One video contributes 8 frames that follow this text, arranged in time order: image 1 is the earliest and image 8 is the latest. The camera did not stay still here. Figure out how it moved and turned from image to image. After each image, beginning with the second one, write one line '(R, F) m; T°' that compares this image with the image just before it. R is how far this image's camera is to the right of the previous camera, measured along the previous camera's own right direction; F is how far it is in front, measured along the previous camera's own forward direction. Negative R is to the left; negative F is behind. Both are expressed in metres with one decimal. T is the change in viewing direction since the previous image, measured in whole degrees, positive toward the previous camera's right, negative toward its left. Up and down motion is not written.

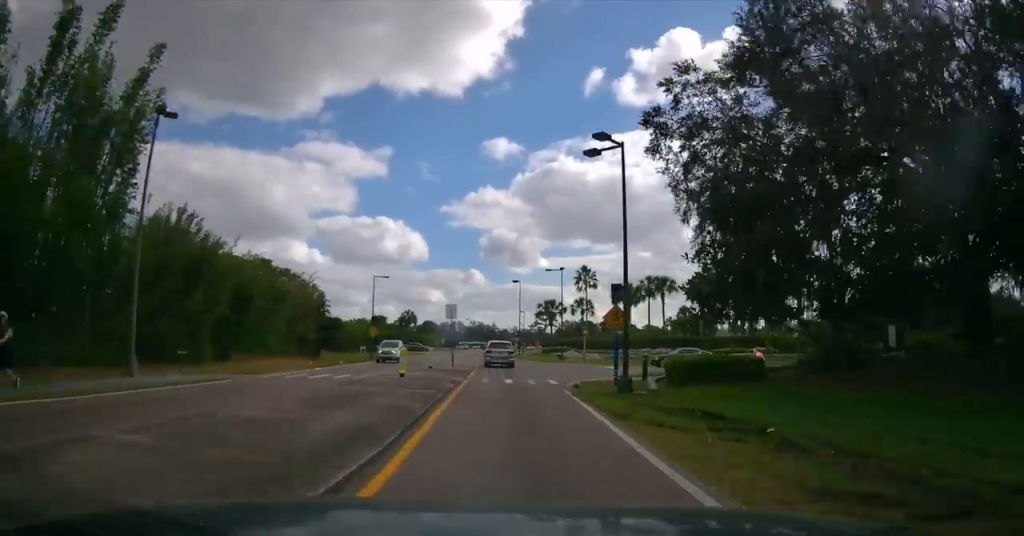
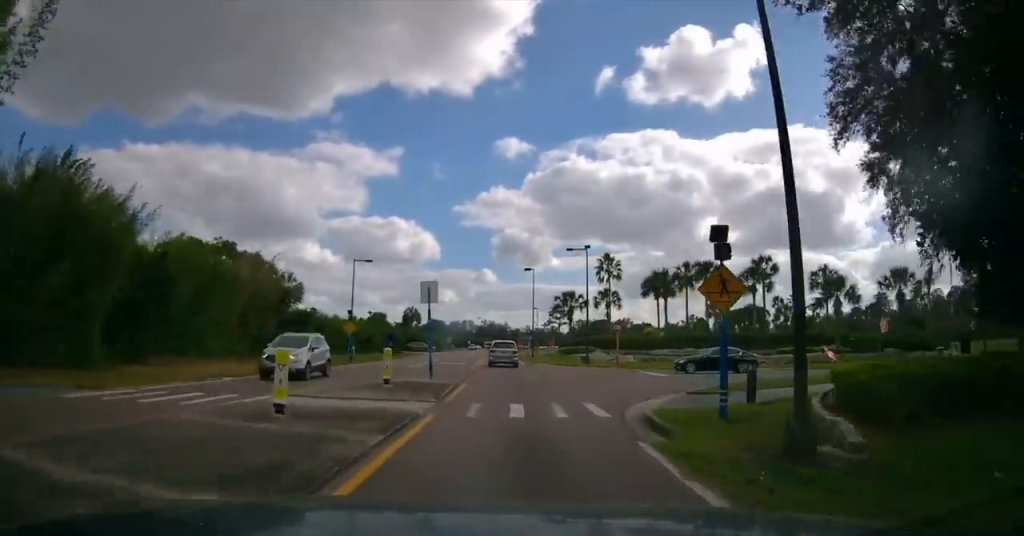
(-0.2, +10.8) m; -2°
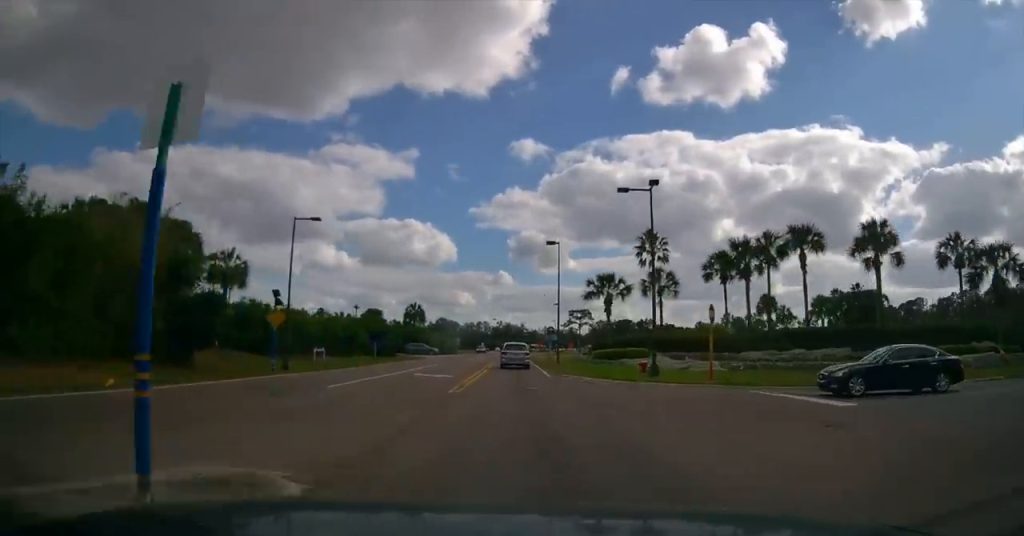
(-0.1, +15.7) m; -1°
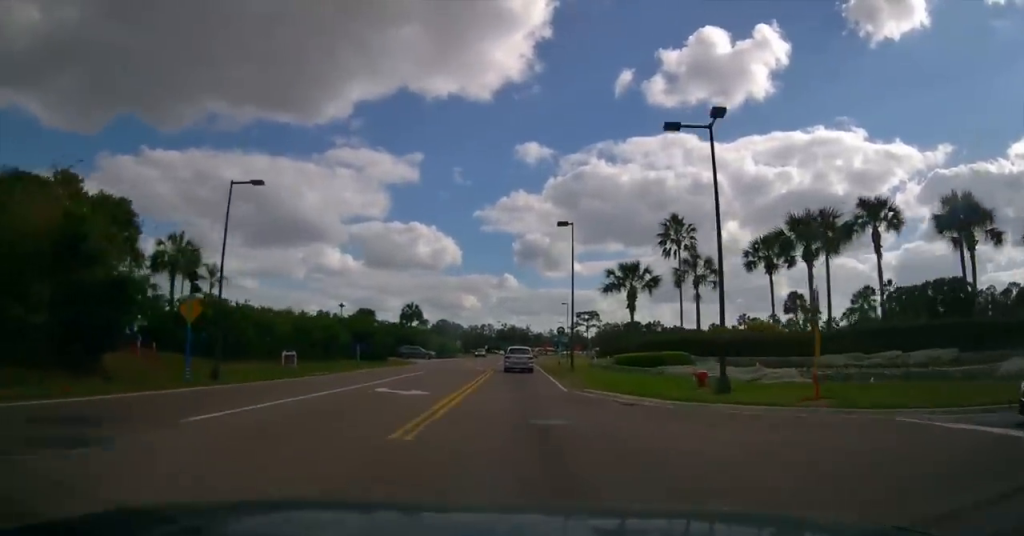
(0.0, +7.9) m; -1°
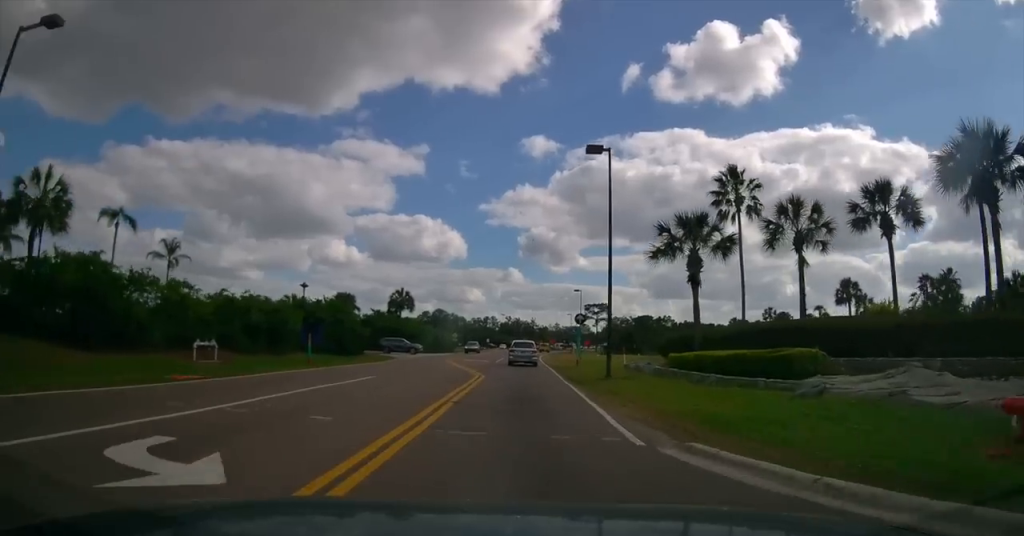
(-0.2, +12.9) m; 0°
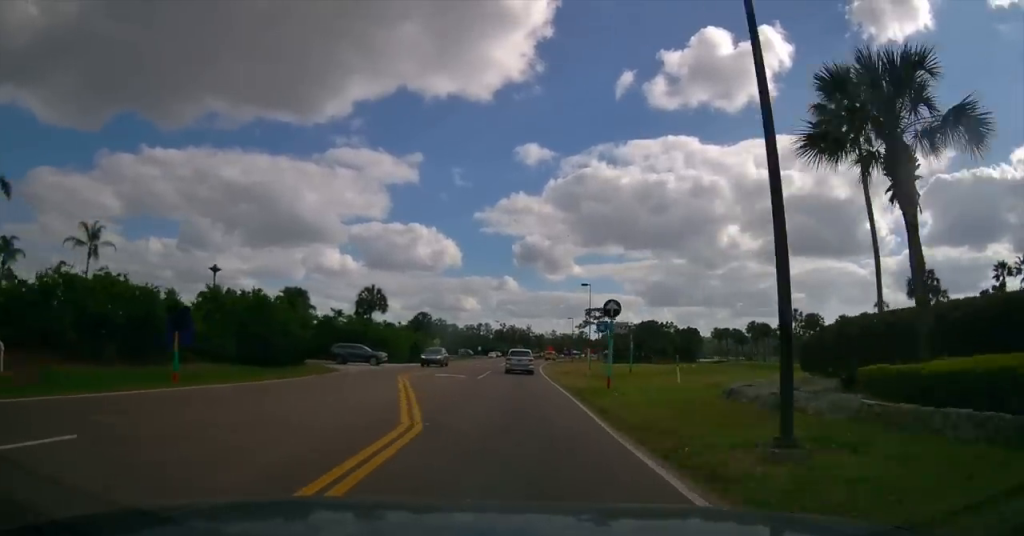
(+0.2, +15.3) m; 0°
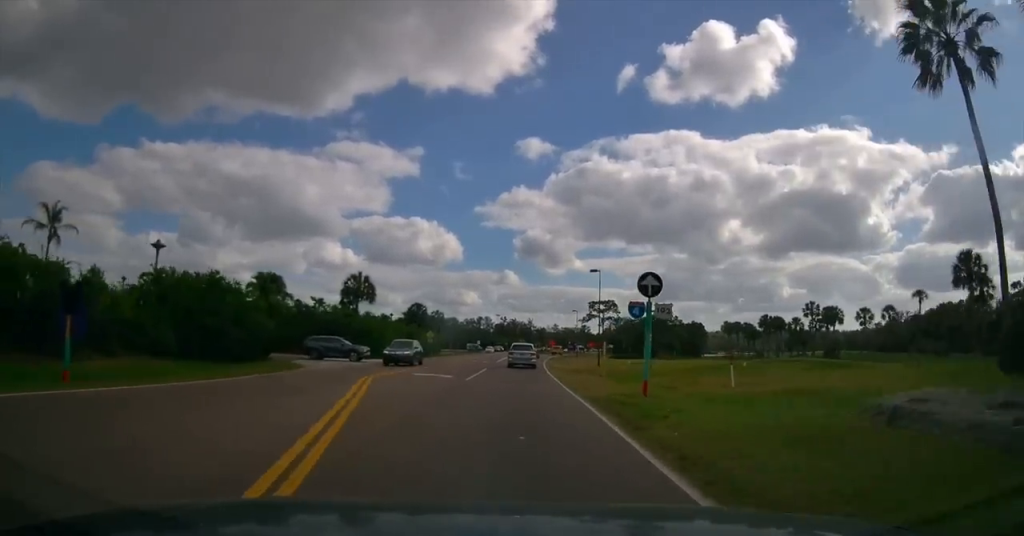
(-0.1, +6.7) m; 0°
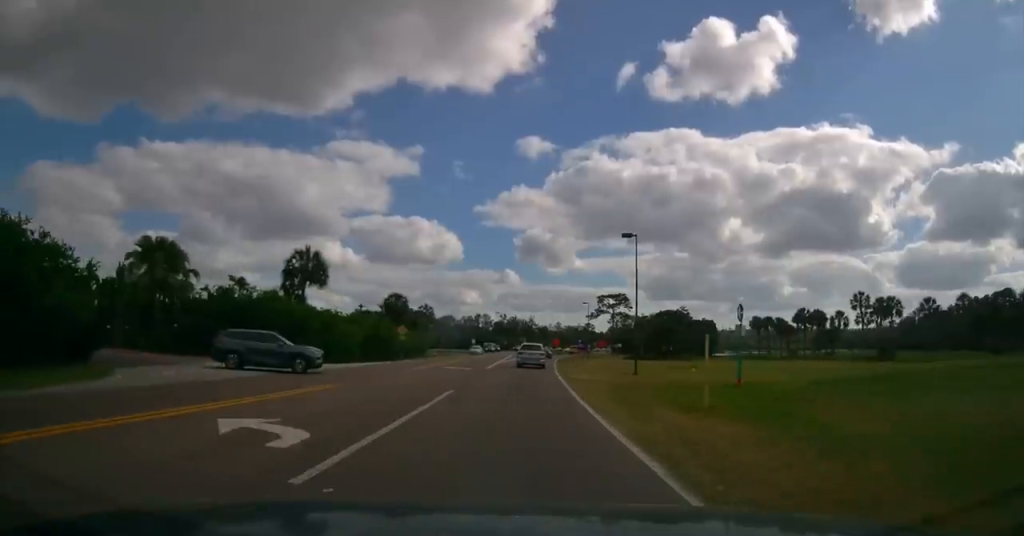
(+0.2, +17.5) m; +1°
